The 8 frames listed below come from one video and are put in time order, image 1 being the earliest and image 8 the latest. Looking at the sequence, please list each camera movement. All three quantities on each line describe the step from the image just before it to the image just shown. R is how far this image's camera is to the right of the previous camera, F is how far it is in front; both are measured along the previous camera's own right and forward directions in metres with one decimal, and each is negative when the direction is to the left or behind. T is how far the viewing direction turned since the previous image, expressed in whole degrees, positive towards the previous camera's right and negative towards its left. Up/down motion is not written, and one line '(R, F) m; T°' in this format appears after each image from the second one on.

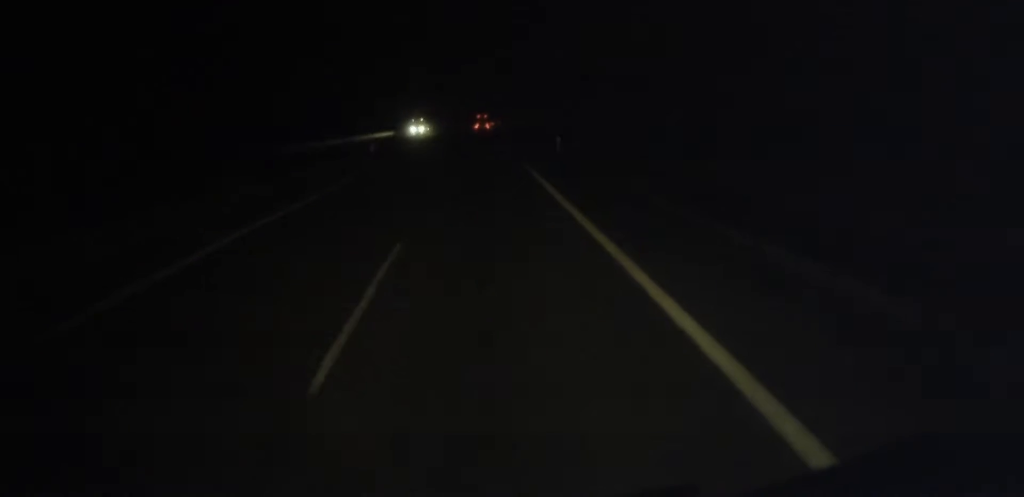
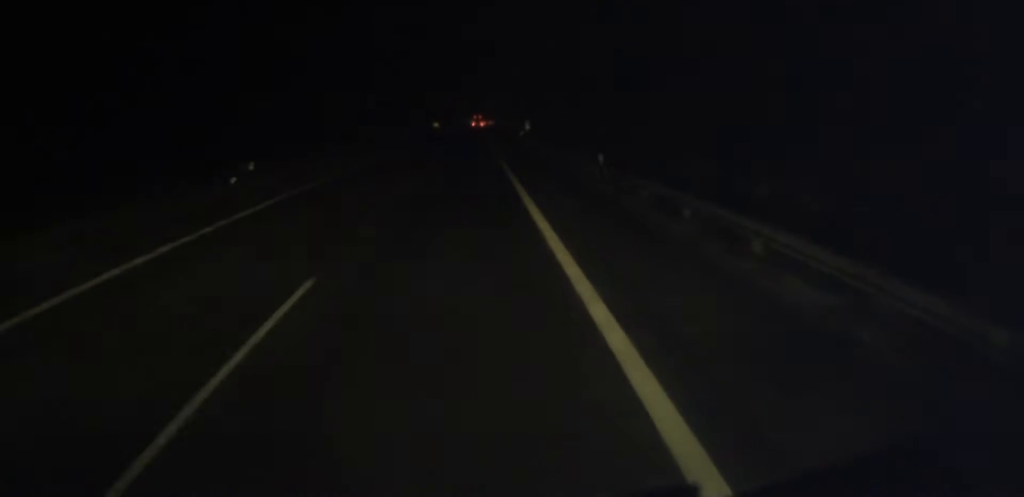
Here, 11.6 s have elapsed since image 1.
(+5.1, +272.3) m; +2°
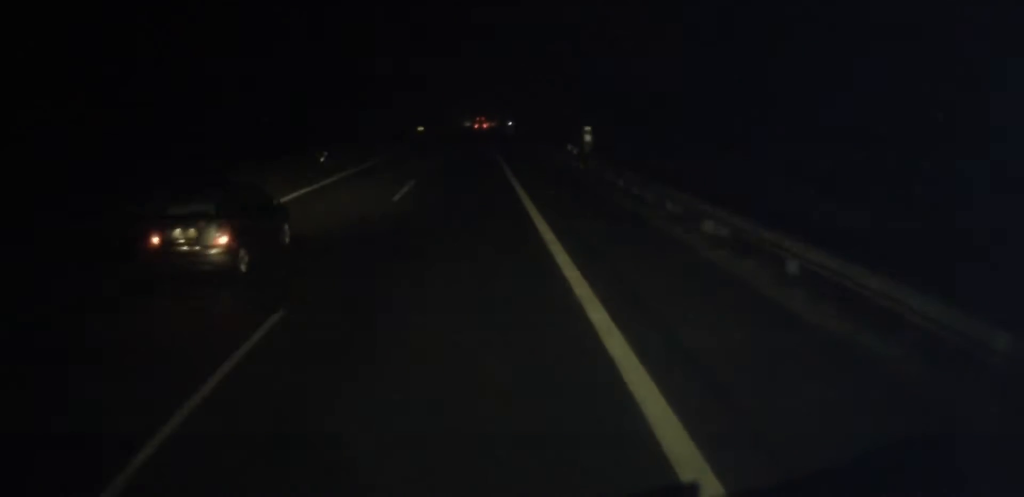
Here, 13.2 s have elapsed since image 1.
(+0.2, +38.1) m; 0°
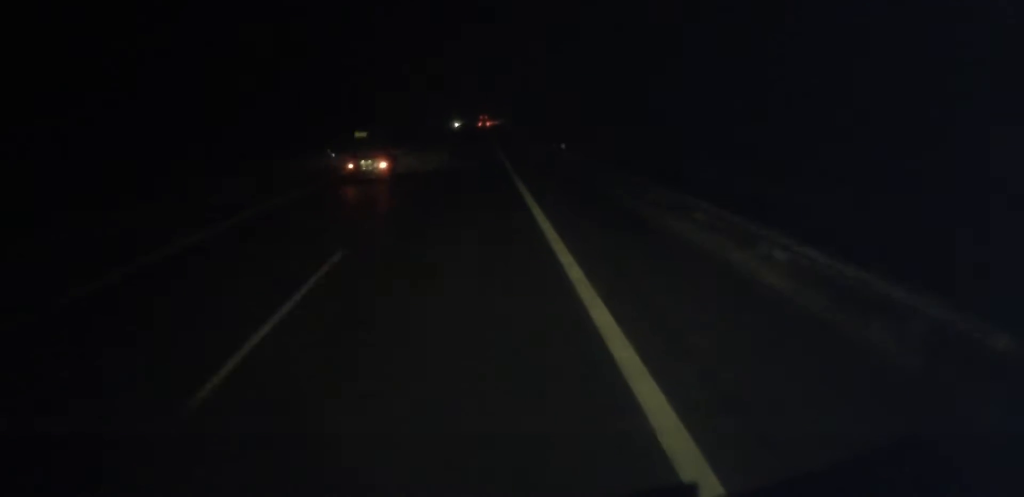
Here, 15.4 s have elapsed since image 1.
(0.0, +50.8) m; 0°
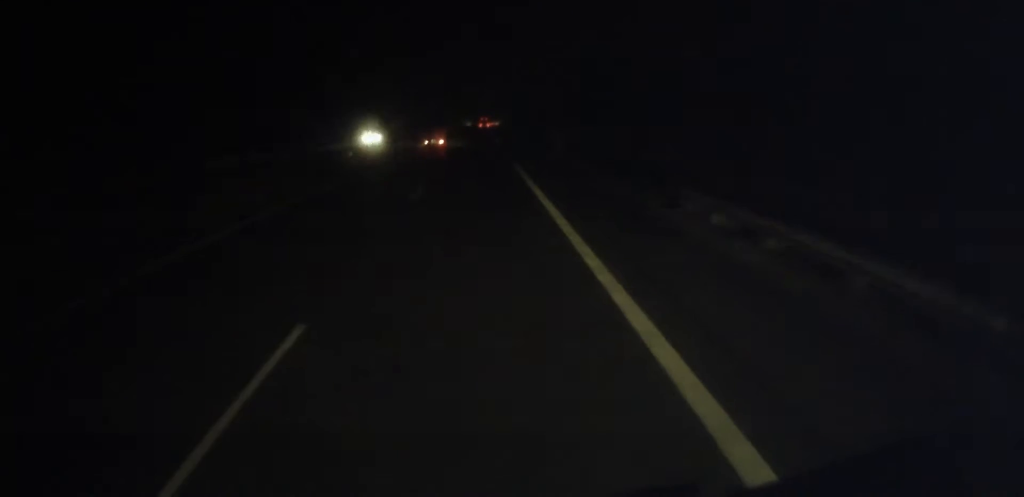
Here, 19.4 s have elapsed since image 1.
(+0.3, +96.0) m; +1°
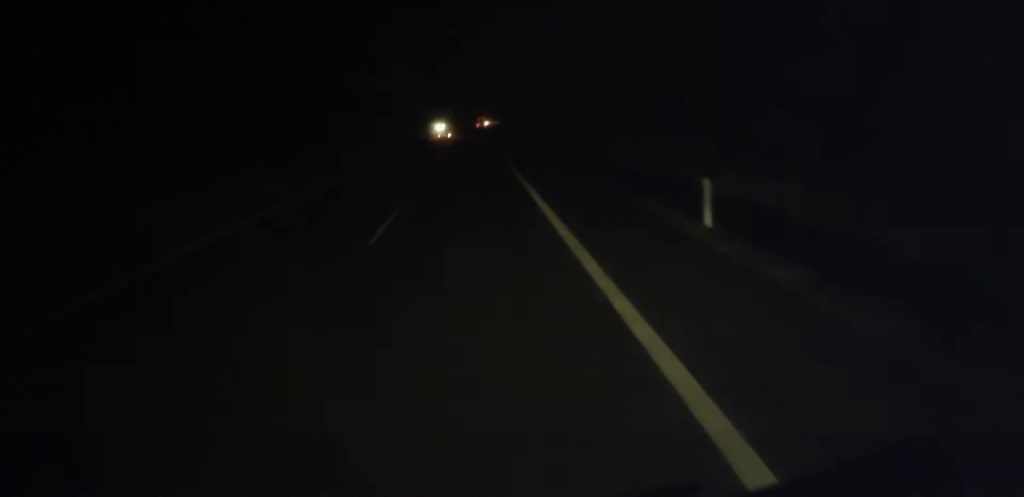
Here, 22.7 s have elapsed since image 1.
(+0.4, +79.8) m; +1°
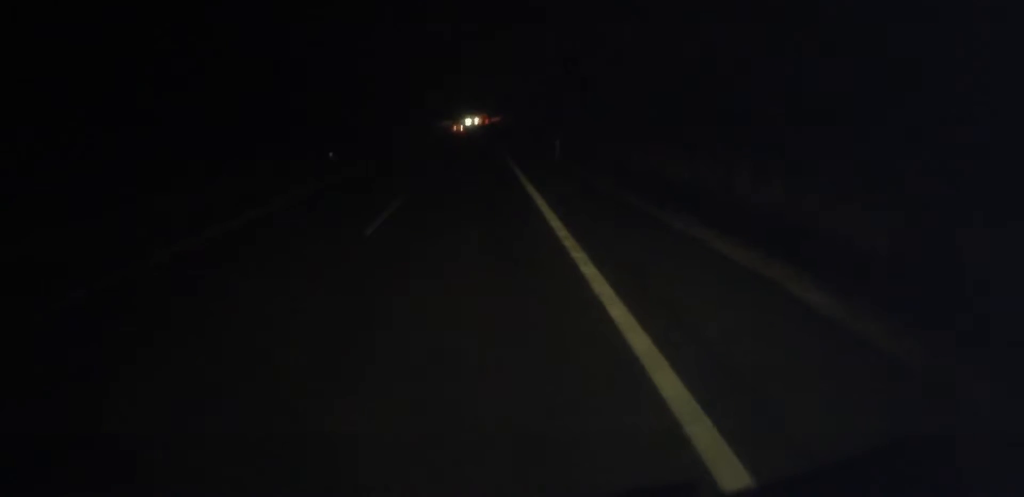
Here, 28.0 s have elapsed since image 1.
(+1.0, +122.4) m; +1°
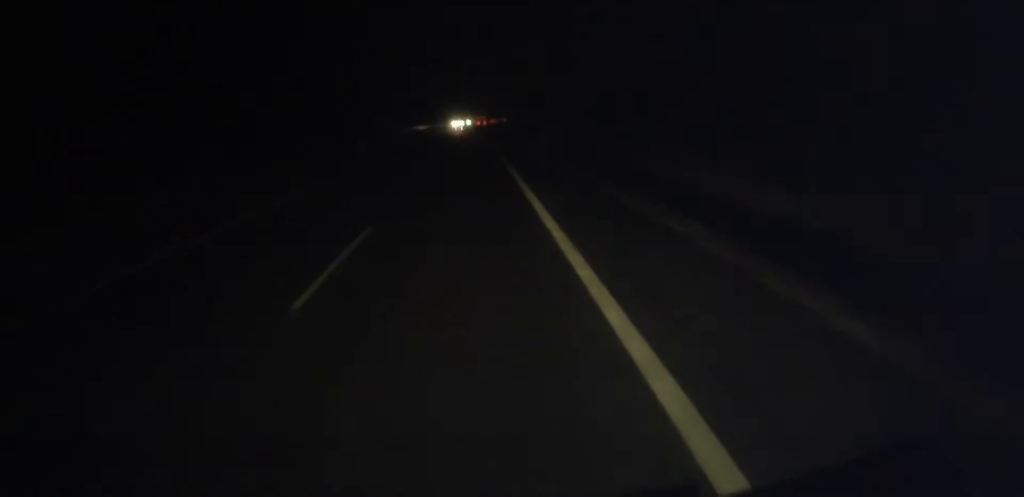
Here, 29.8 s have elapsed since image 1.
(+0.1, +39.5) m; 0°
